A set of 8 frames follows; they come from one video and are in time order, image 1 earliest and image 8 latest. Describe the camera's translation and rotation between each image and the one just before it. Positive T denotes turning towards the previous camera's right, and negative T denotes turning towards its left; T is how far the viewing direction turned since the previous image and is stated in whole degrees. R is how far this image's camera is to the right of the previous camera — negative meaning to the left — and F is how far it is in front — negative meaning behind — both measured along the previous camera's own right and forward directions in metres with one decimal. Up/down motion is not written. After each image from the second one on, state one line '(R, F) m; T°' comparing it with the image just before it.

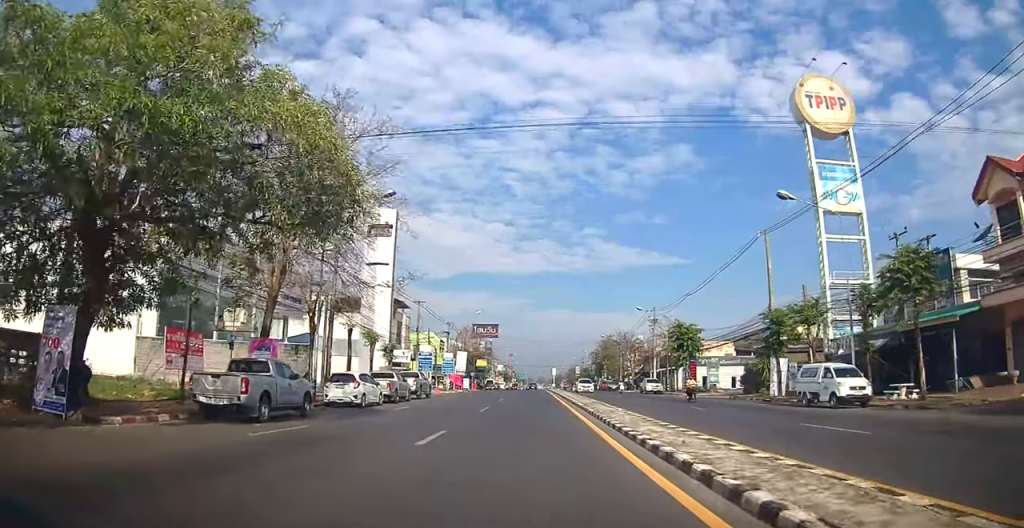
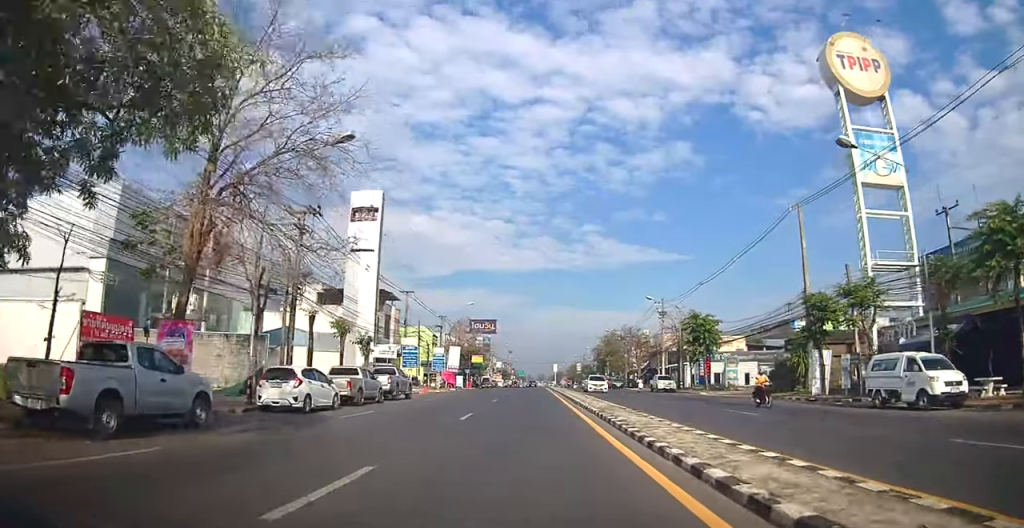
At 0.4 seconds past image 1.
(-0.1, +6.2) m; +1°
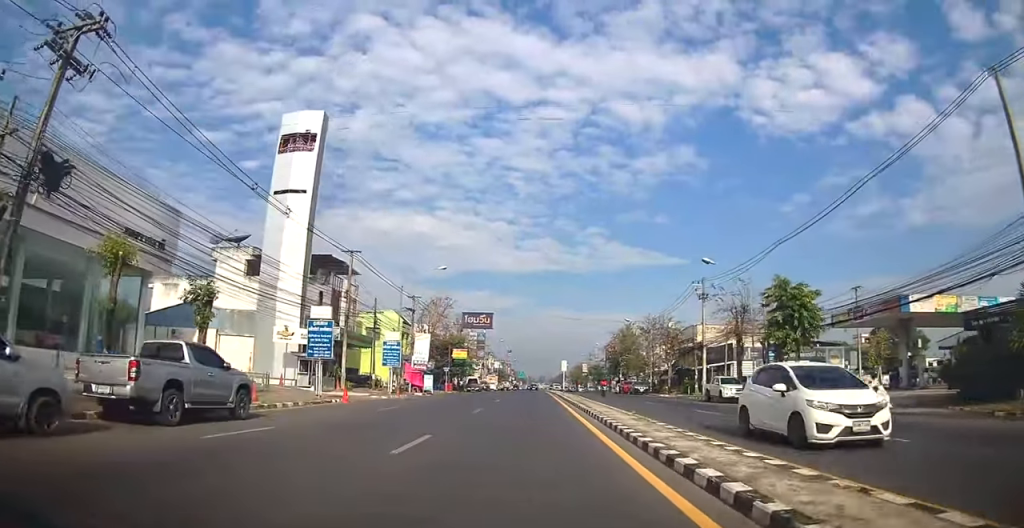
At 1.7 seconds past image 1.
(+0.4, +20.1) m; -1°
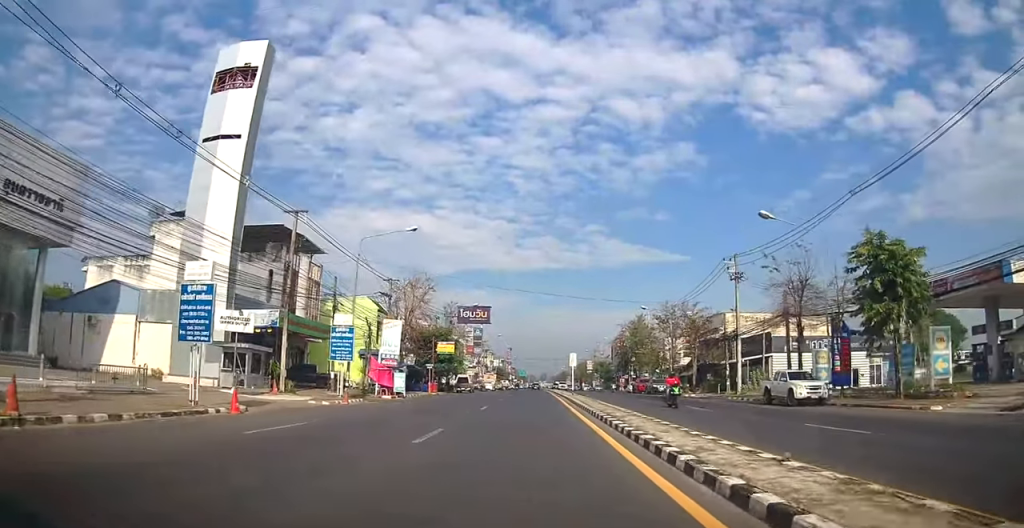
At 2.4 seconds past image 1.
(-0.3, +10.6) m; -1°
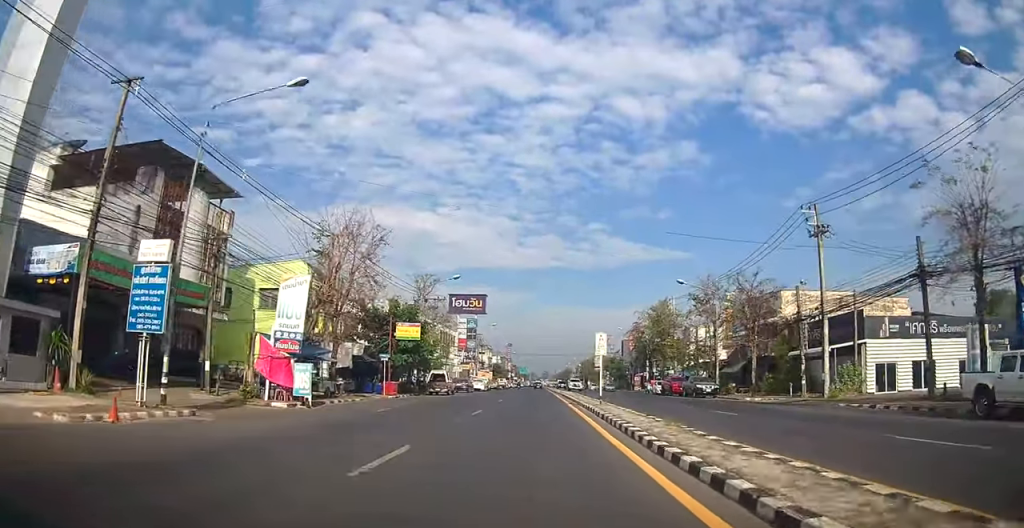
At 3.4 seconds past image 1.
(0.0, +15.9) m; +2°
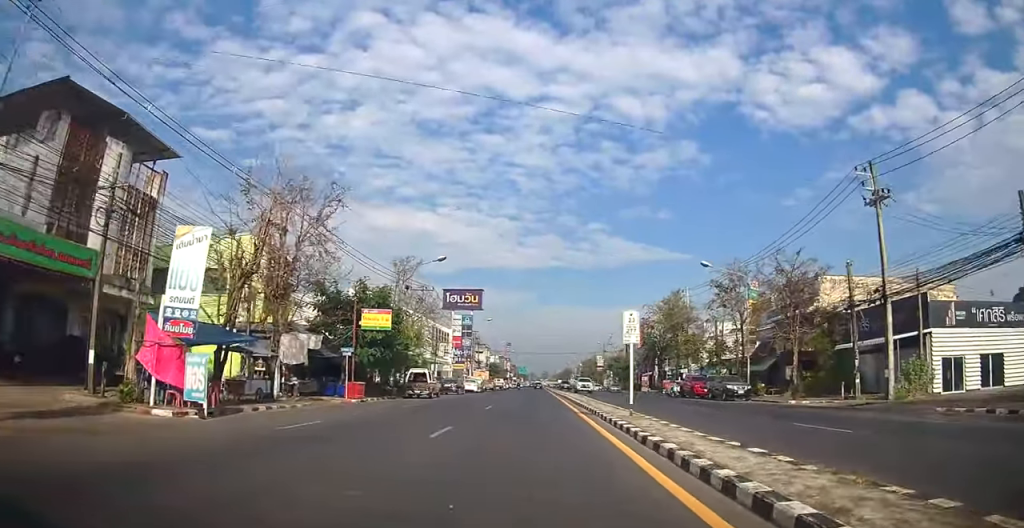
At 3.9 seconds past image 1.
(+0.2, +7.1) m; 0°
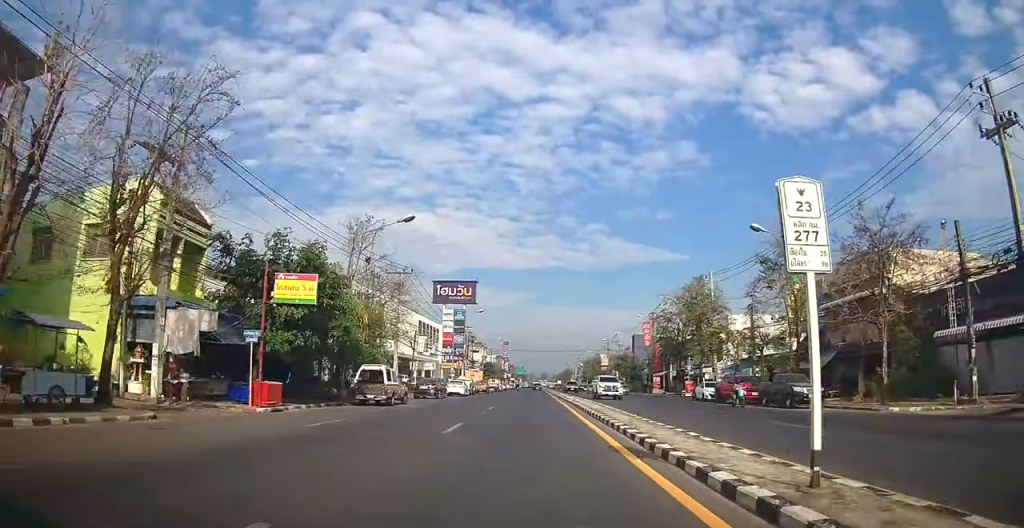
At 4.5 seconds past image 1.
(+0.2, +9.9) m; -1°
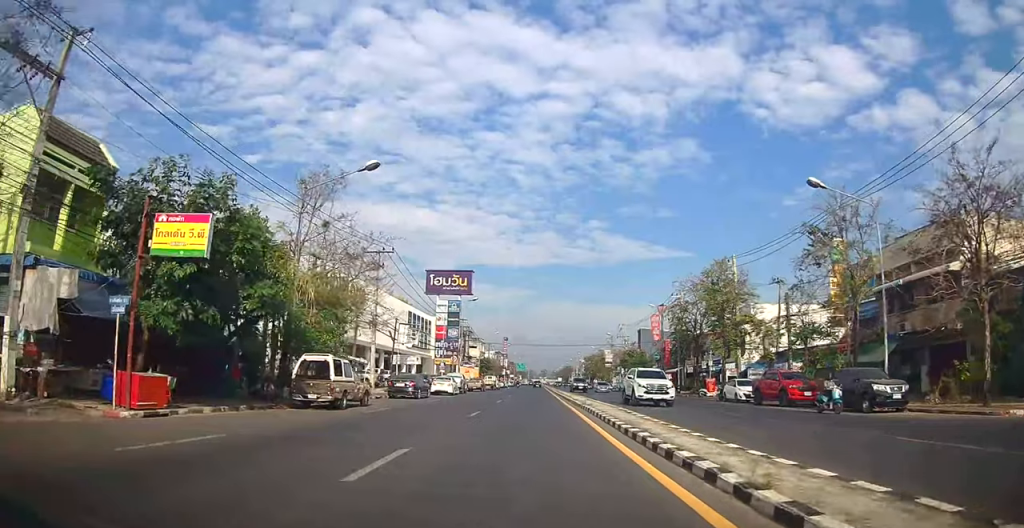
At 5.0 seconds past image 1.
(-0.2, +6.9) m; -1°
